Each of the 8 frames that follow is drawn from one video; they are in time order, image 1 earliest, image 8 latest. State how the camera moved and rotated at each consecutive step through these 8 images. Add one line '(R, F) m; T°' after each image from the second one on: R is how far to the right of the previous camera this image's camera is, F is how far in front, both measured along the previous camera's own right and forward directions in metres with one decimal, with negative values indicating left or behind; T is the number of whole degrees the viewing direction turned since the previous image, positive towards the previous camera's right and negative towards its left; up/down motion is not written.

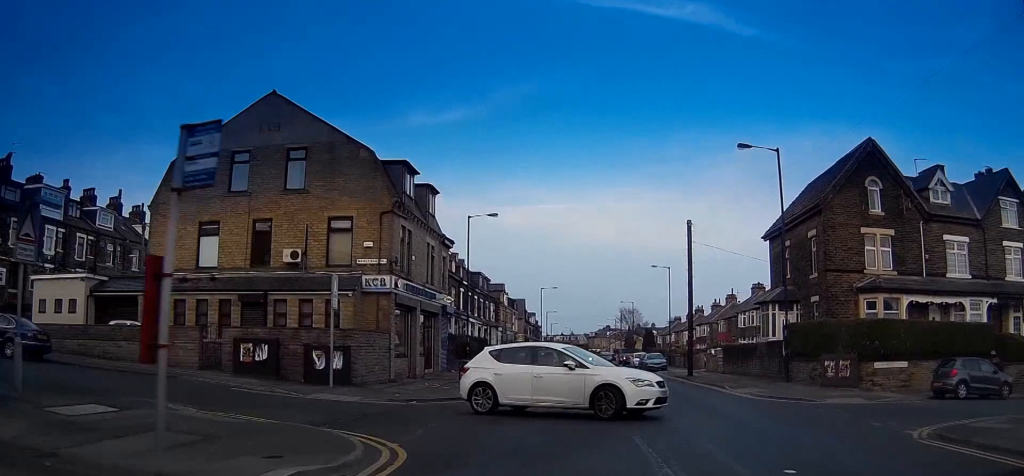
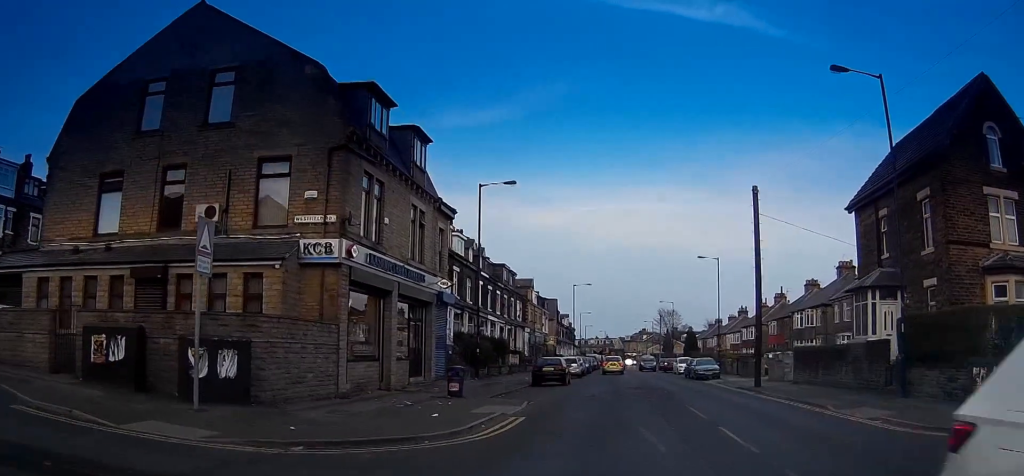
(0.0, +11.4) m; -1°
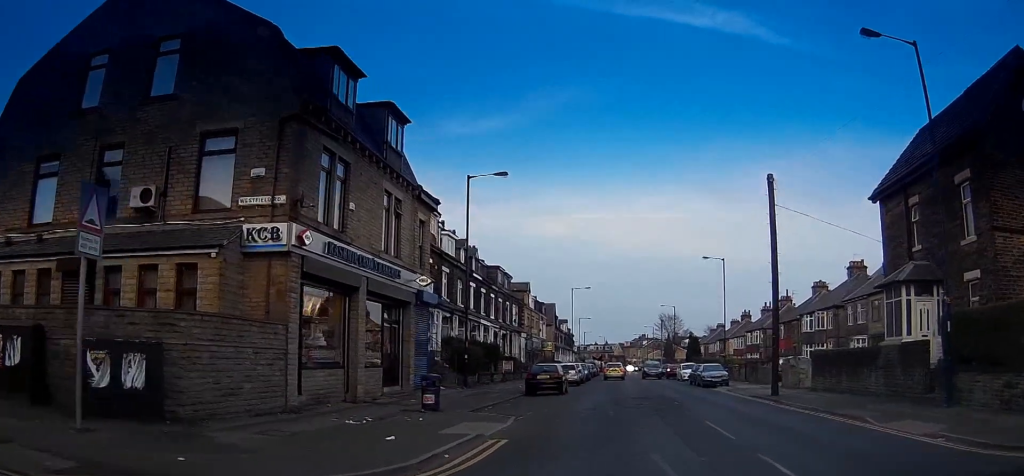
(0.0, +4.3) m; -2°
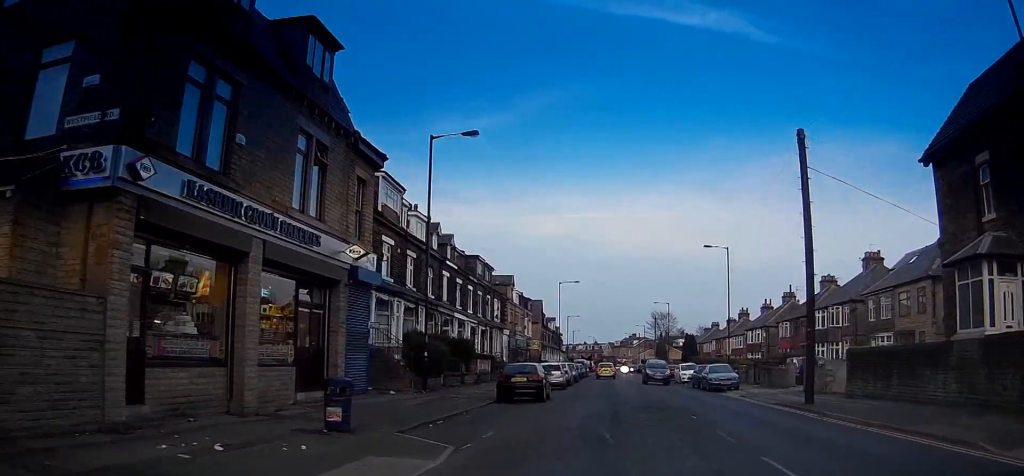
(-0.4, +7.2) m; -5°
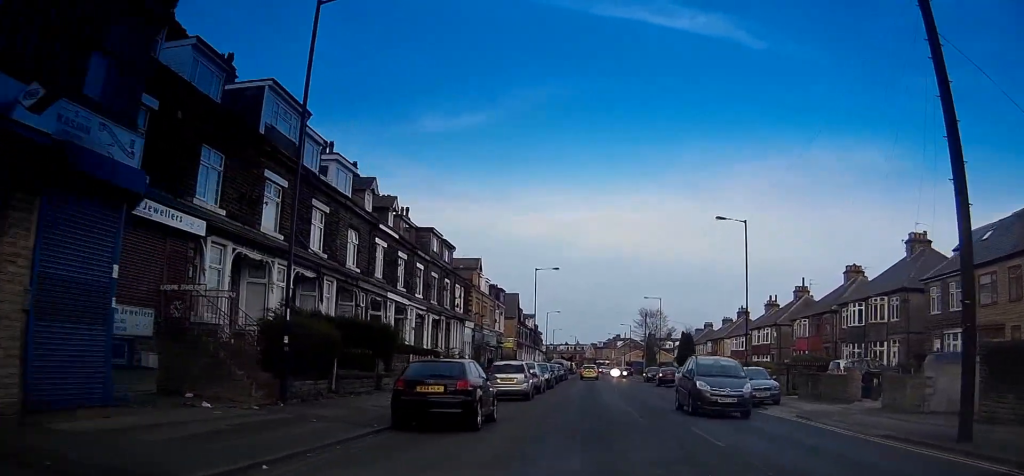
(-0.2, +12.3) m; -1°
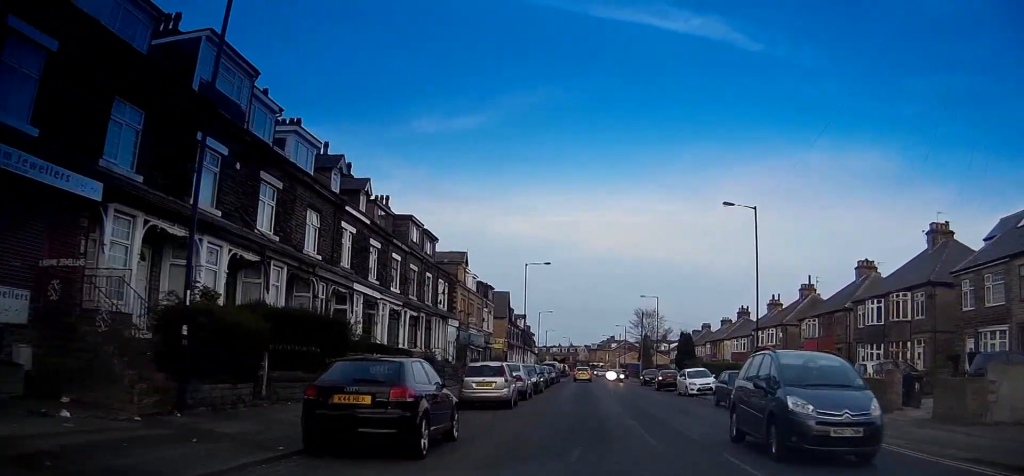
(0.0, +4.7) m; 0°
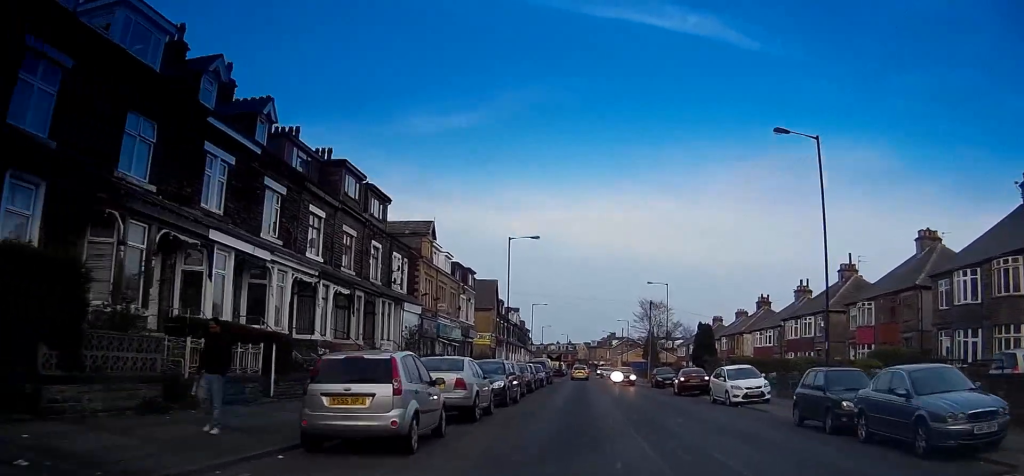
(-0.2, +13.8) m; 0°
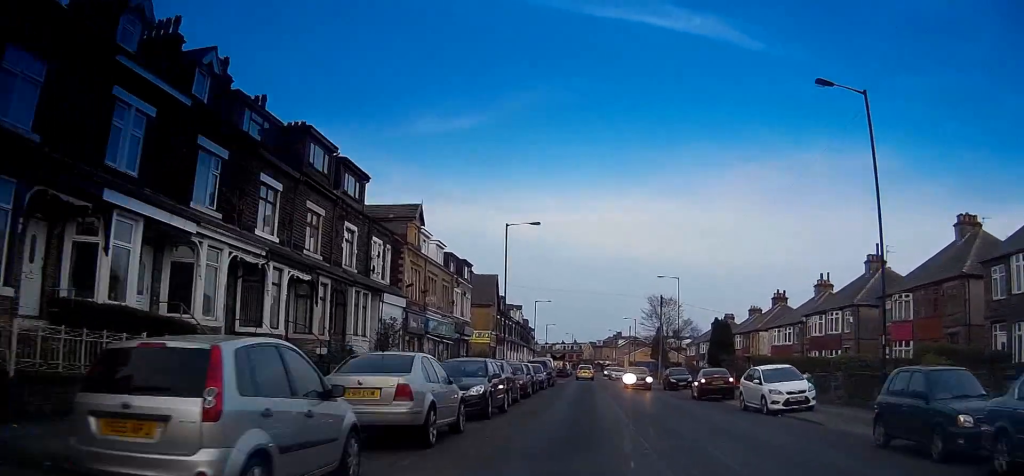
(0.0, +5.7) m; 0°
